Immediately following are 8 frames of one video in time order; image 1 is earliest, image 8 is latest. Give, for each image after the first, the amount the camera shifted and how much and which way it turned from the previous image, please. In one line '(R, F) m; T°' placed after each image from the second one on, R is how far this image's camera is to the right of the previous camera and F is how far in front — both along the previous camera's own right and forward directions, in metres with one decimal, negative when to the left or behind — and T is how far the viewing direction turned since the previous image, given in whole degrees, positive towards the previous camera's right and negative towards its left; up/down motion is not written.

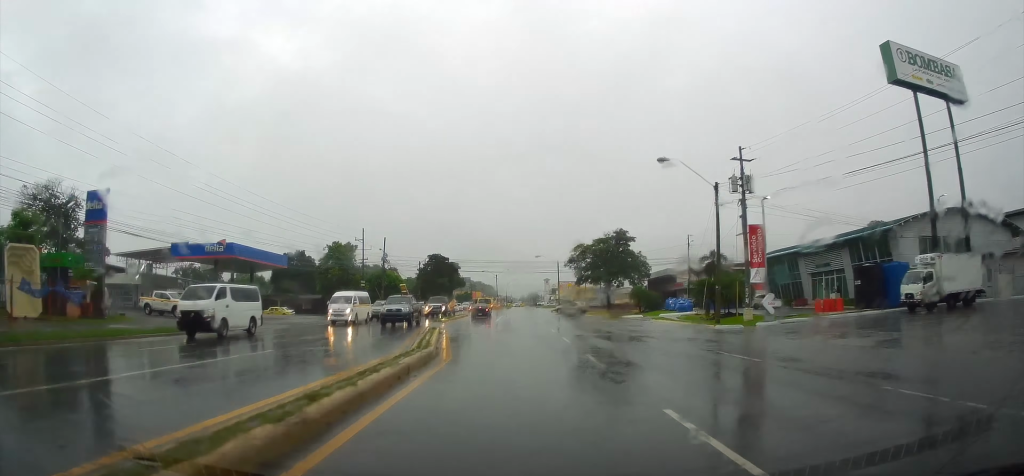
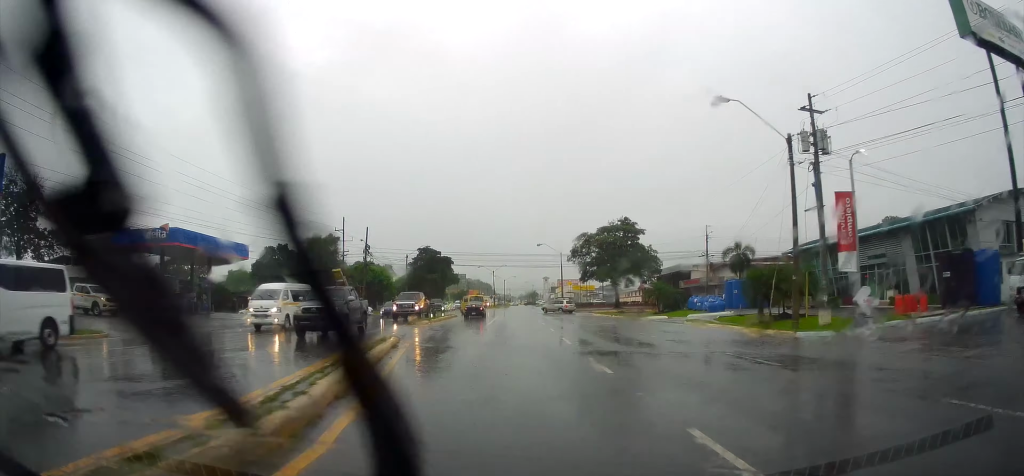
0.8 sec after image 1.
(0.0, +8.4) m; 0°
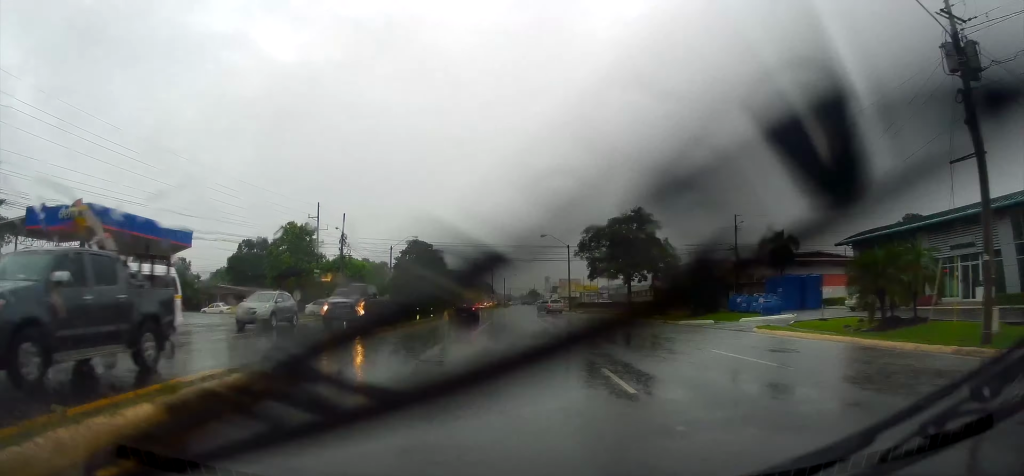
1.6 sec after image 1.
(0.0, +10.2) m; 0°
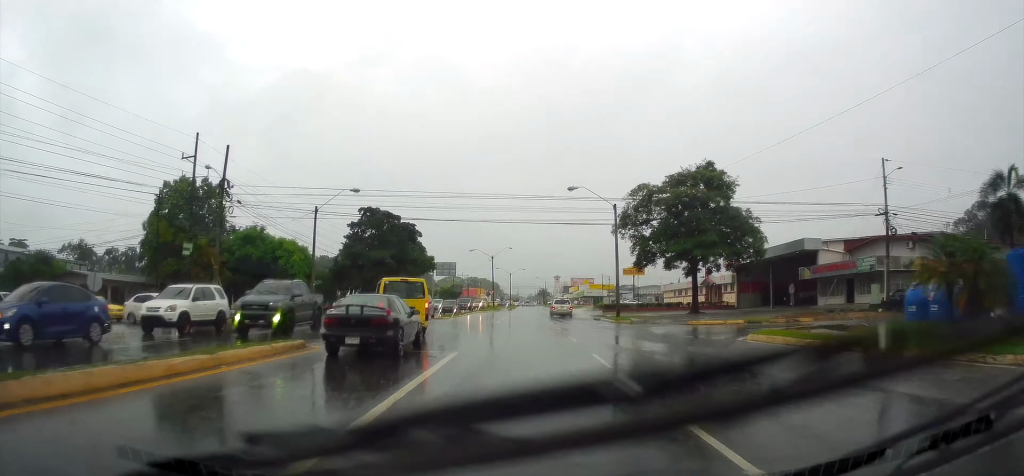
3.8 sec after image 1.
(-0.2, +29.0) m; -1°
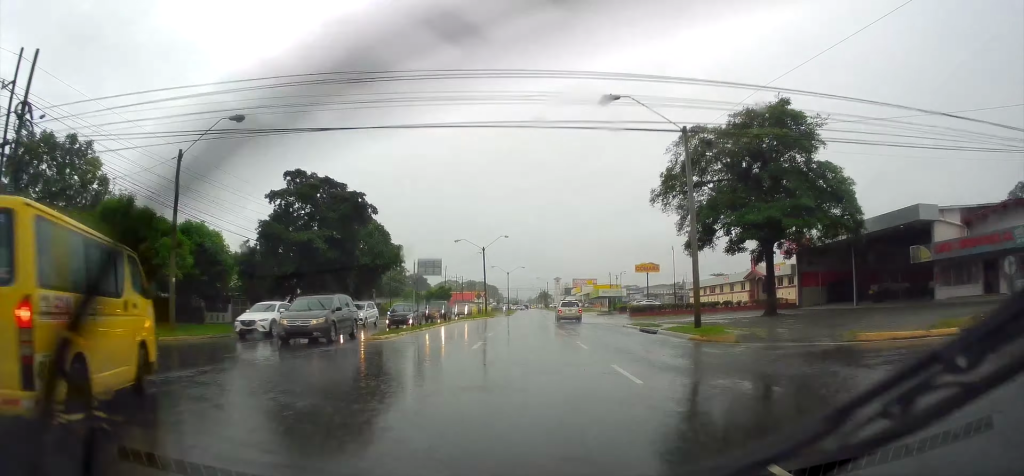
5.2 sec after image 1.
(-0.1, +18.3) m; -1°
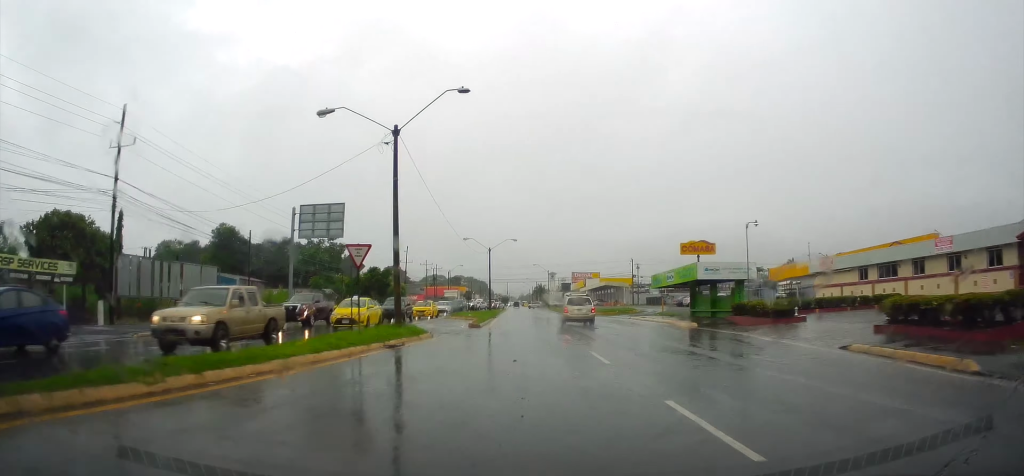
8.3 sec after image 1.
(-0.3, +46.1) m; -1°
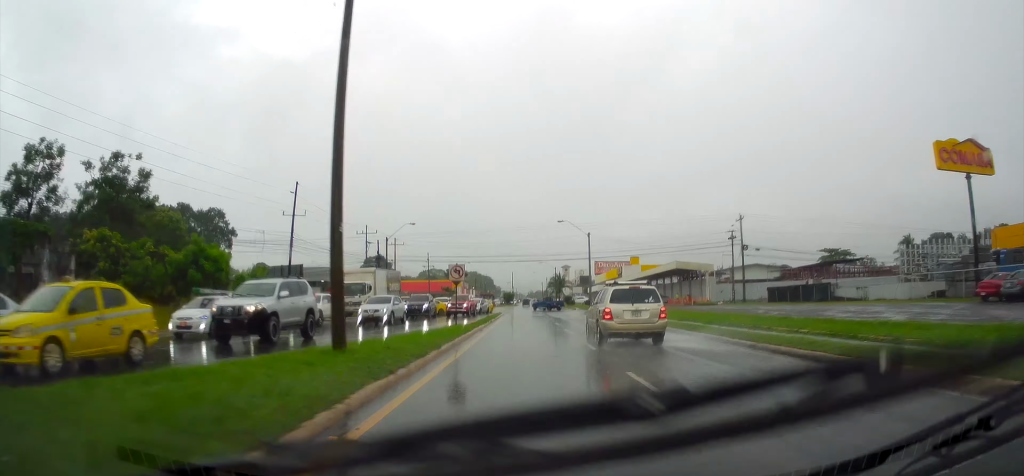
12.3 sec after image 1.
(+0.3, +60.0) m; 0°
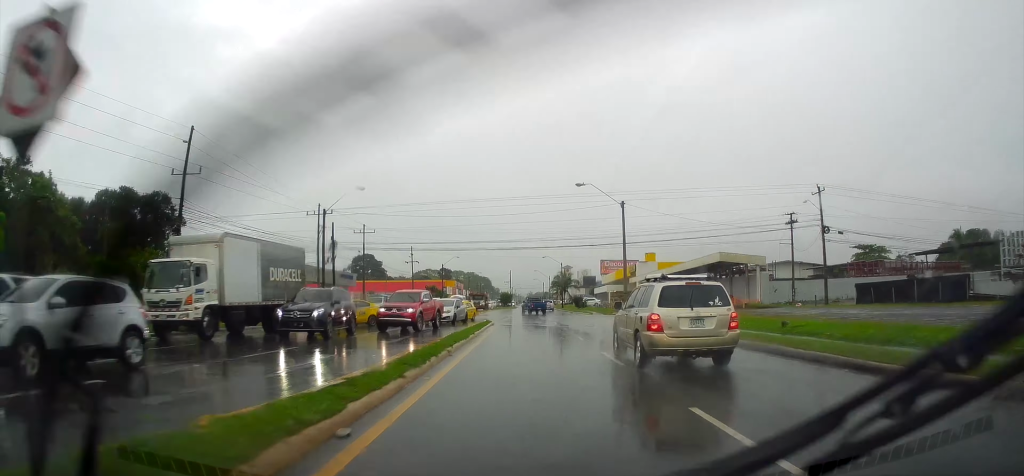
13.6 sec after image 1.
(-0.2, +20.2) m; +1°
